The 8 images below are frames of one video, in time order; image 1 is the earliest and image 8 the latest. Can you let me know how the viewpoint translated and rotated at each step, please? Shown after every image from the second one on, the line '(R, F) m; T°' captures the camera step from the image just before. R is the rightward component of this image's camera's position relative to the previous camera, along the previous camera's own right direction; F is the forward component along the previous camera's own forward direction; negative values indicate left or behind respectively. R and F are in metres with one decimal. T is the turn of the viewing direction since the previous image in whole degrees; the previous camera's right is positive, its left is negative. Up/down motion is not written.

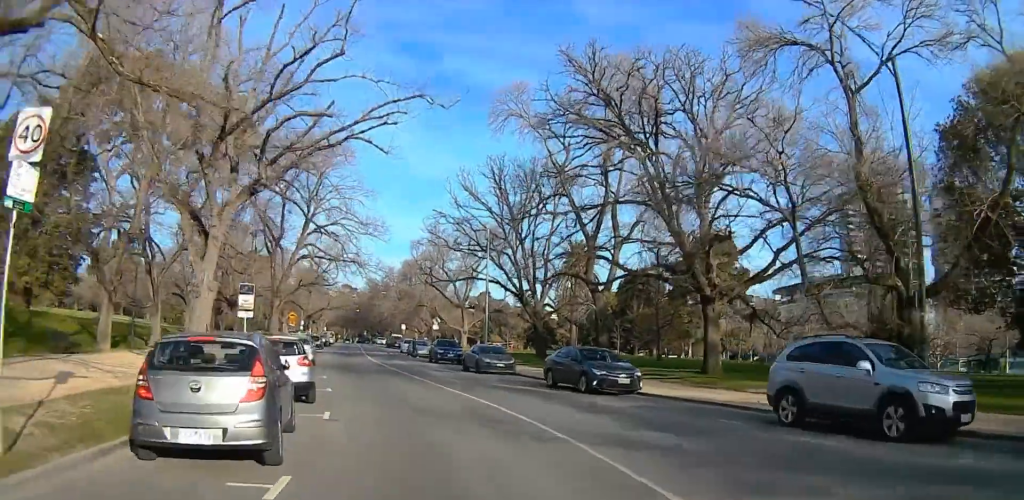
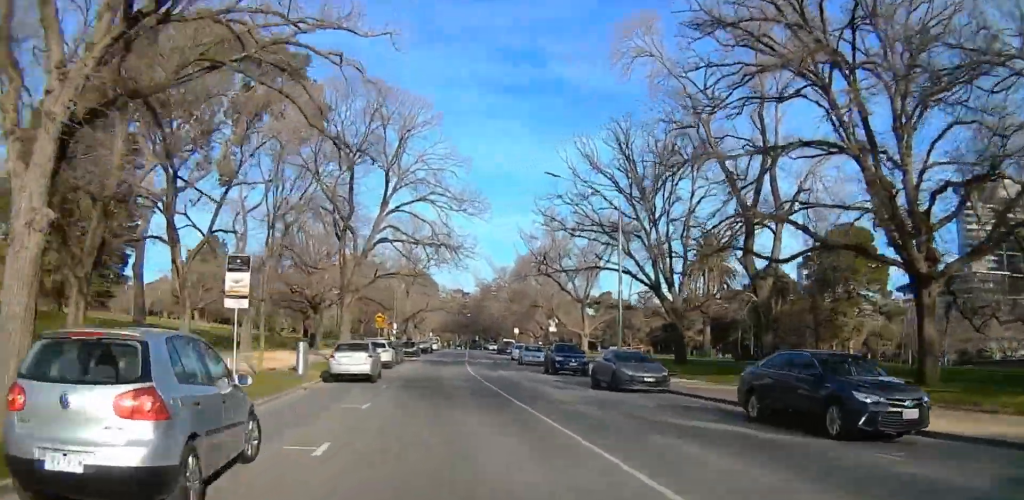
(-1.5, +9.9) m; -14°
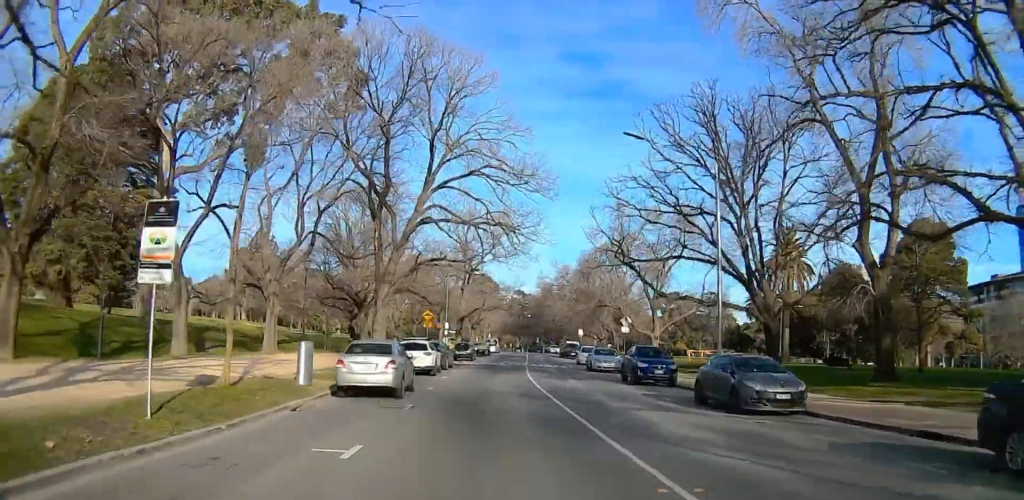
(-0.5, +6.2) m; -4°
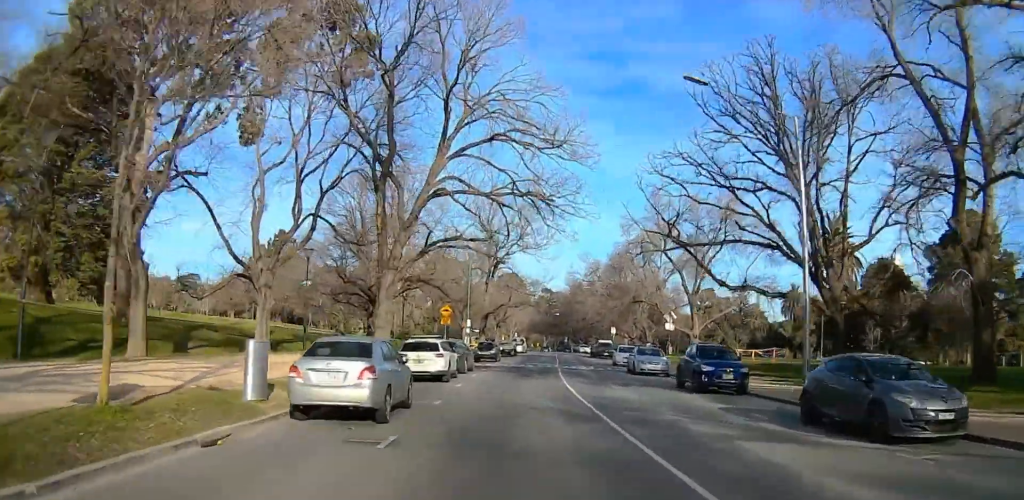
(+0.2, +5.3) m; 0°
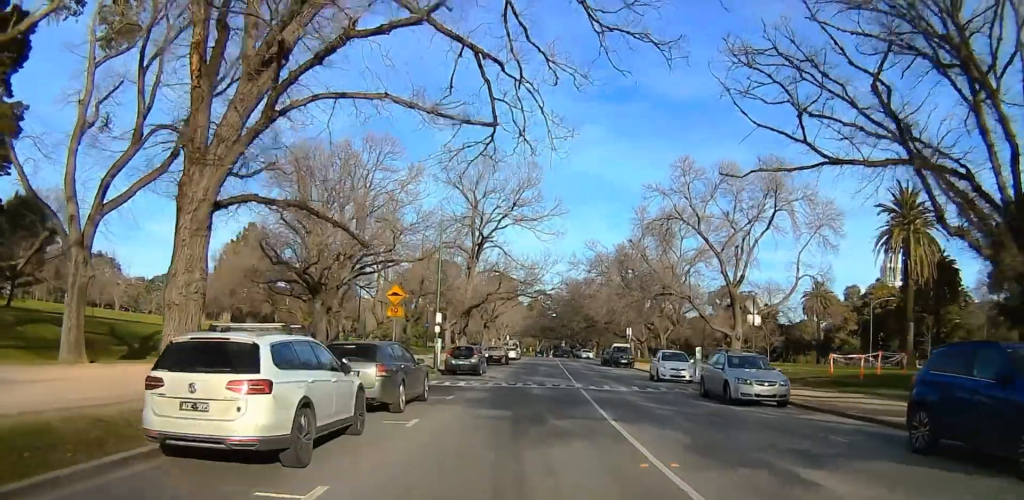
(-0.1, +14.9) m; 0°
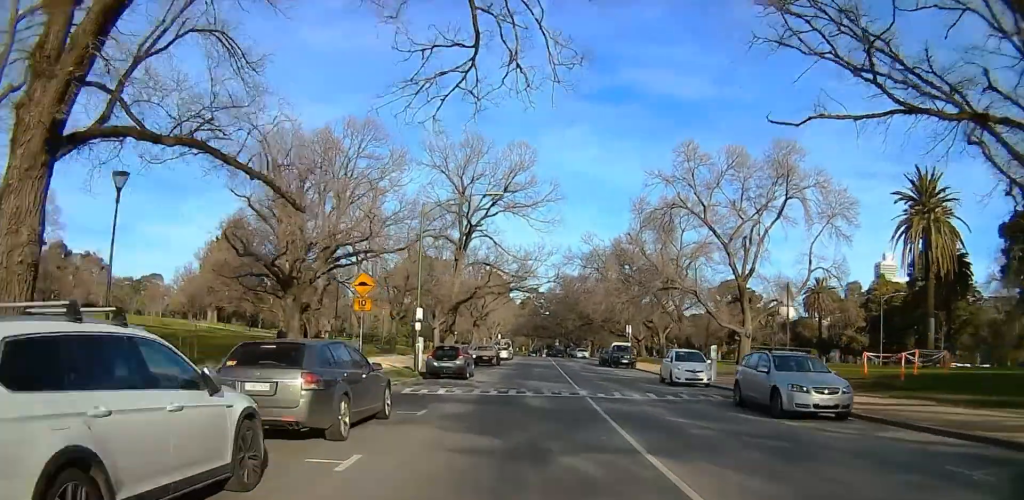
(+0.1, +4.2) m; 0°
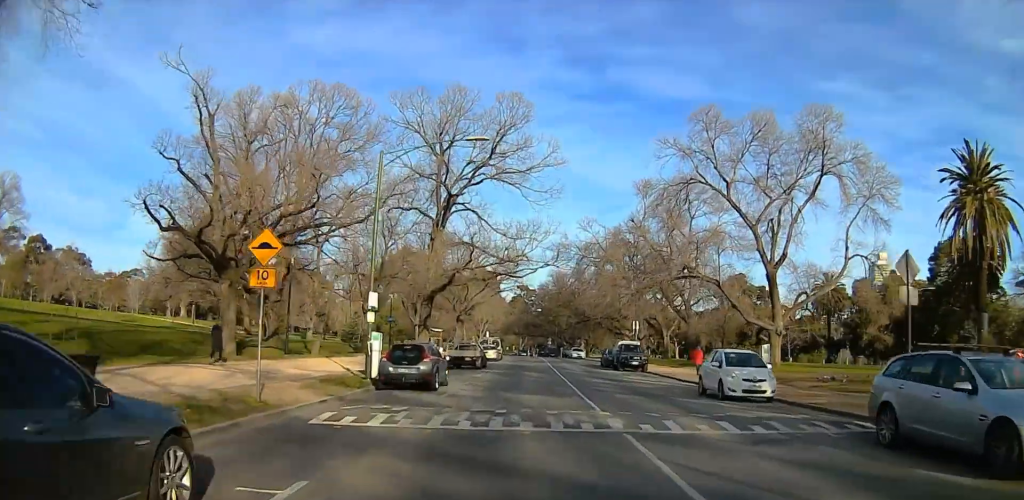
(-0.2, +8.5) m; +1°
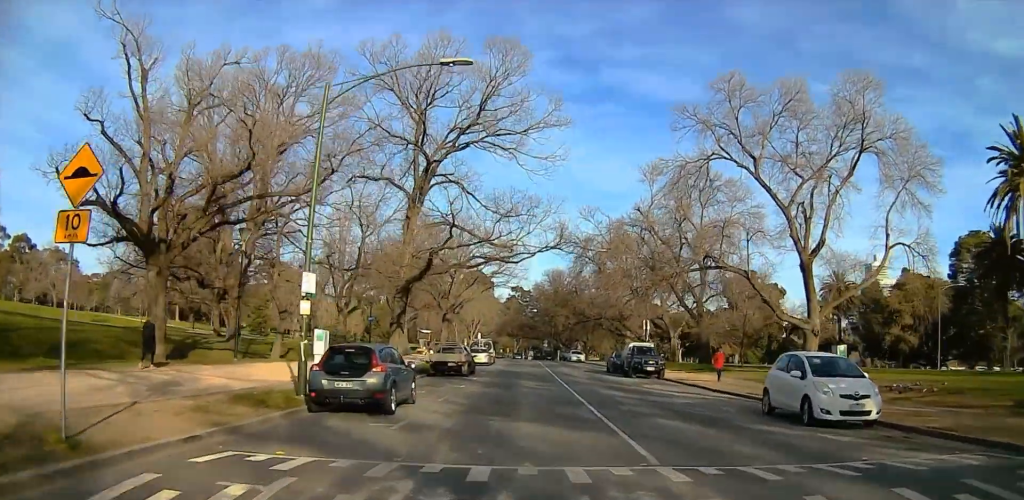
(+0.3, +7.7) m; +5°
